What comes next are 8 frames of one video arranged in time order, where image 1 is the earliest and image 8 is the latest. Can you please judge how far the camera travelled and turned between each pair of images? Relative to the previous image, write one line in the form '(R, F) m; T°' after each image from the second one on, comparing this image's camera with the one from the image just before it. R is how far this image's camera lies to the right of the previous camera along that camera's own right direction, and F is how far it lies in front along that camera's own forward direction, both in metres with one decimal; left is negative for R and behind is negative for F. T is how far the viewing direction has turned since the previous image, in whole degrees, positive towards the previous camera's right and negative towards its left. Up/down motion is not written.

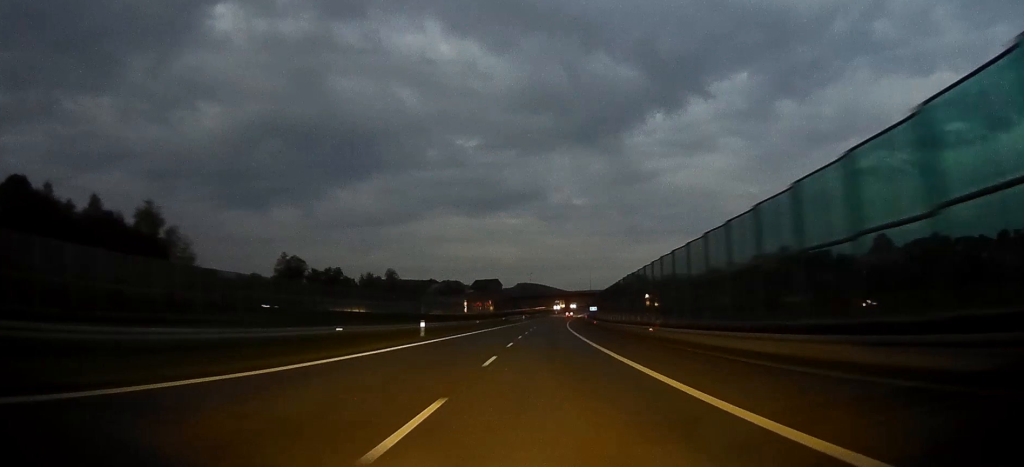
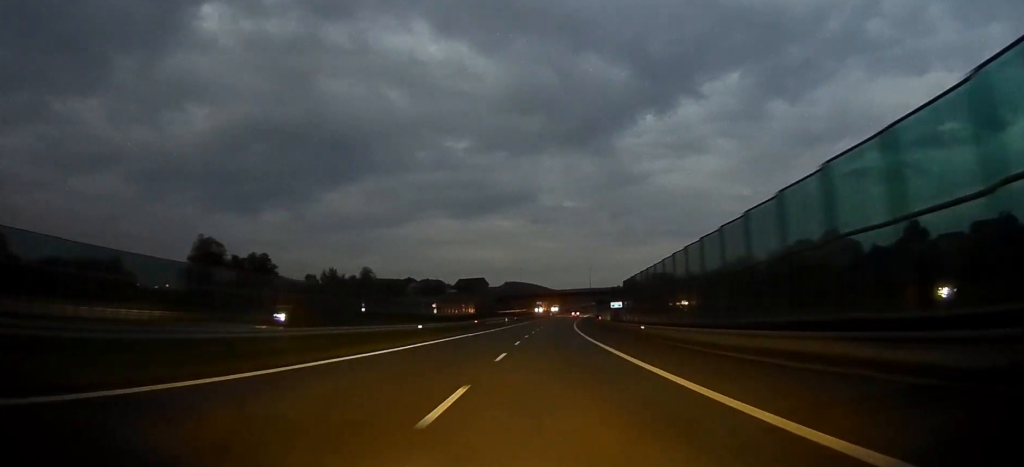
(+0.2, +46.2) m; +1°
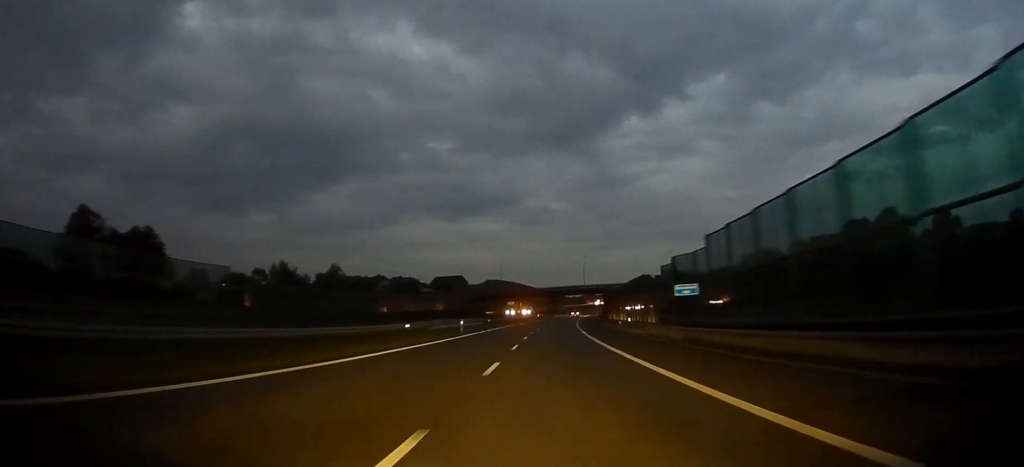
(+0.4, +41.0) m; +1°
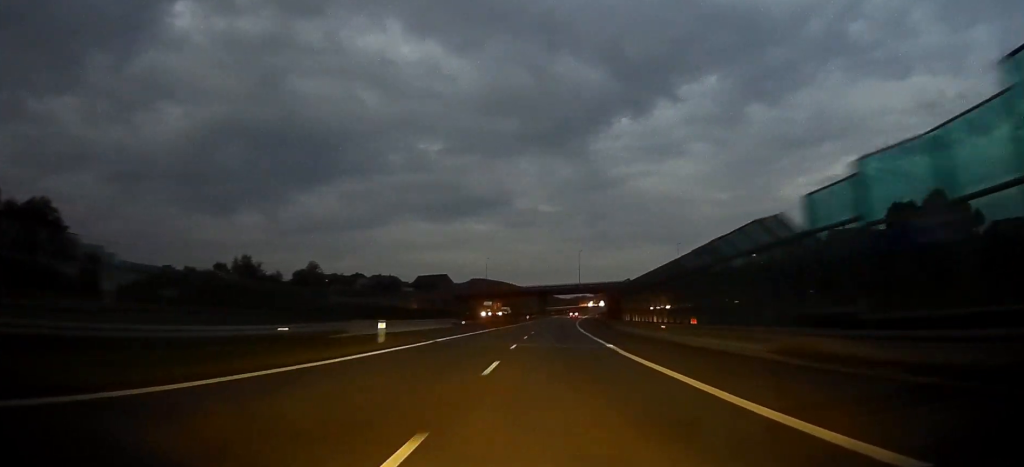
(+0.2, +24.3) m; +1°
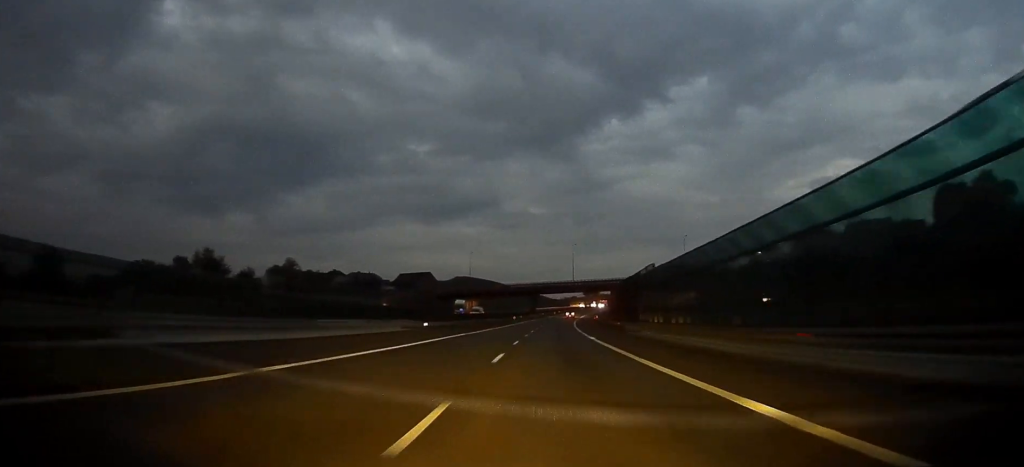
(0.0, +20.4) m; +1°
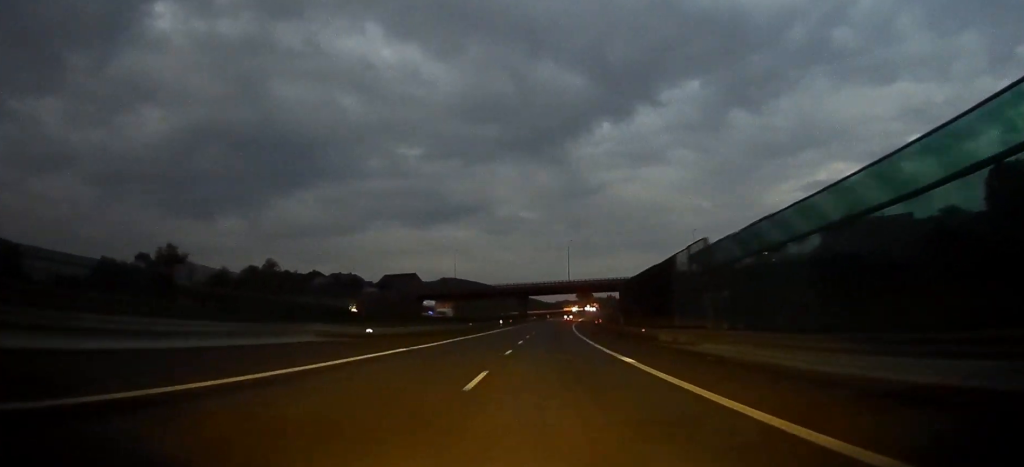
(+0.2, +17.8) m; +1°
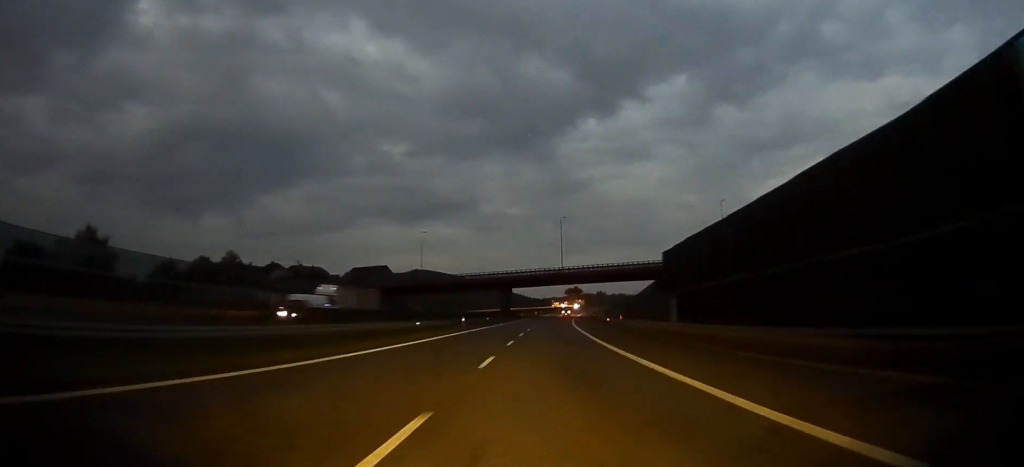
(+0.3, +33.0) m; +1°
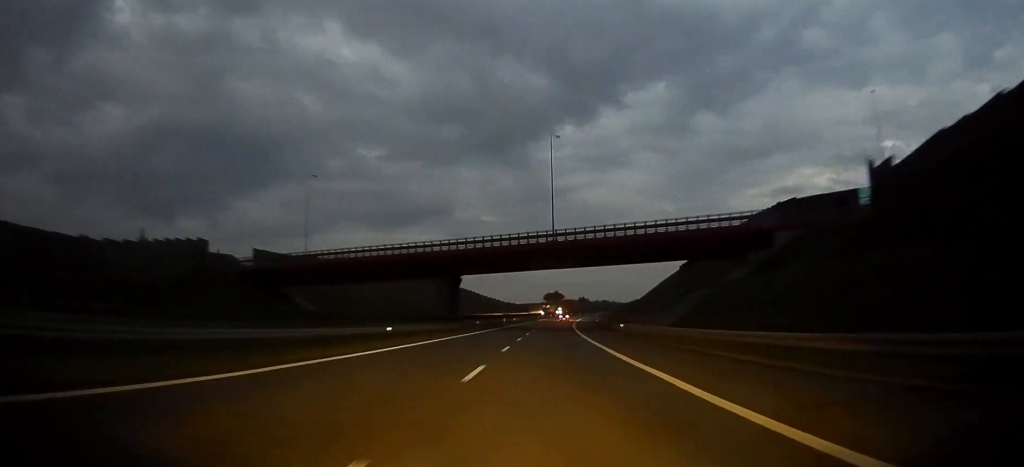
(+1.2, +61.8) m; +2°
